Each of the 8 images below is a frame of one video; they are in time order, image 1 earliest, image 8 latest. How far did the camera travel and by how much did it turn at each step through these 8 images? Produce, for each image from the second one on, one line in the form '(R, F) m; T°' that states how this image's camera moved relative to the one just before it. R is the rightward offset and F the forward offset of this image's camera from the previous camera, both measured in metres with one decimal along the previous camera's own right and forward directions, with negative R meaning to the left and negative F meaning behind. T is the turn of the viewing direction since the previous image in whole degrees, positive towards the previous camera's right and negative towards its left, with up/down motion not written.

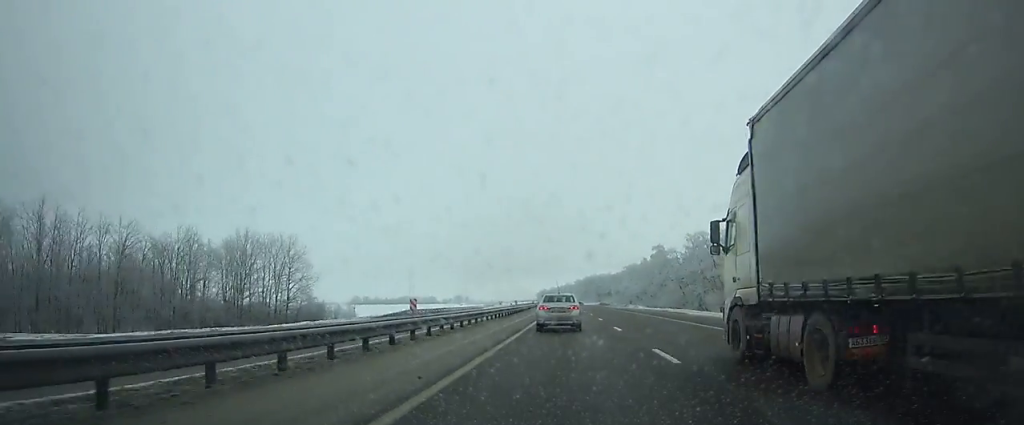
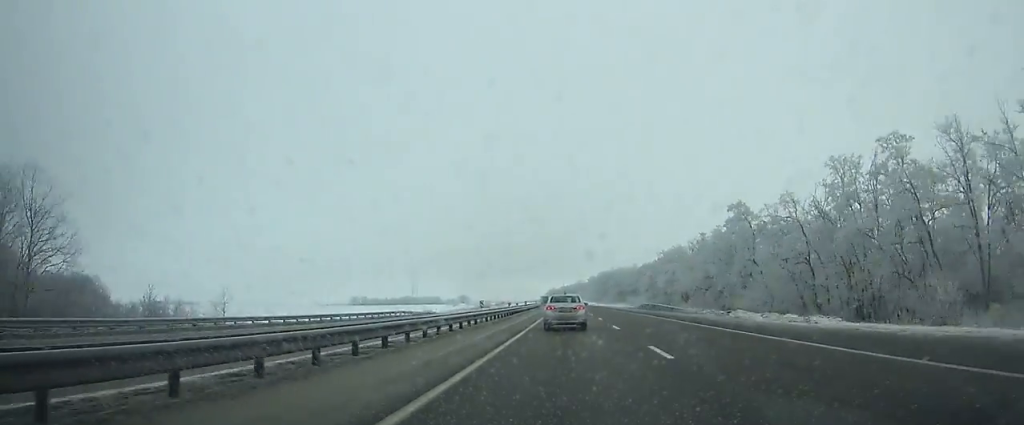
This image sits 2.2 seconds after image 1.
(-0.5, +60.2) m; -1°
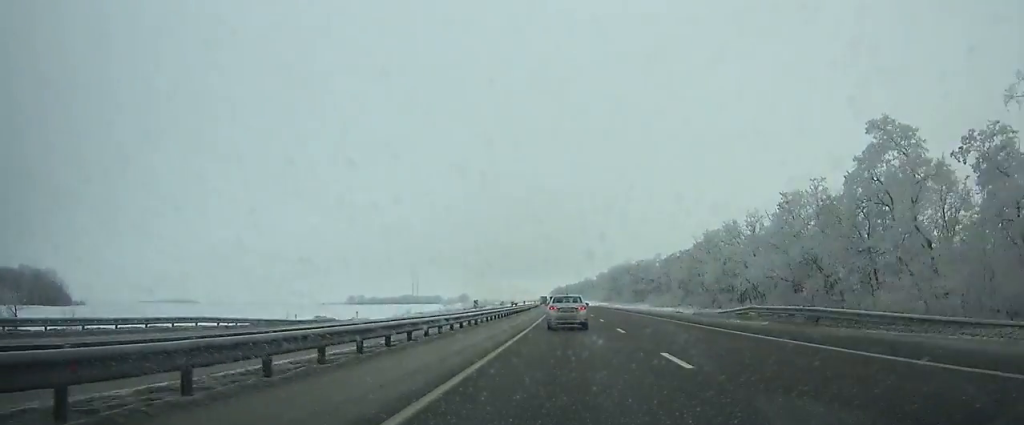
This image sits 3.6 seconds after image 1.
(-0.3, +38.7) m; -1°
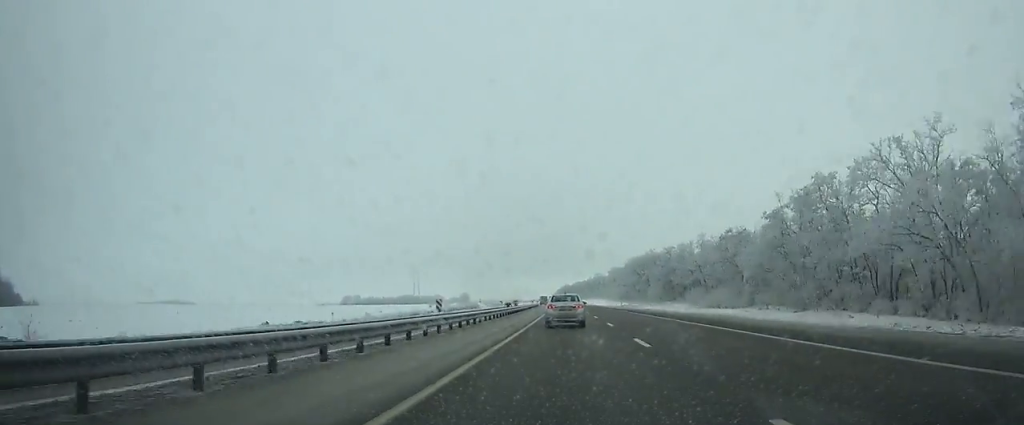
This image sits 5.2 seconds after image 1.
(-0.3, +44.4) m; -1°
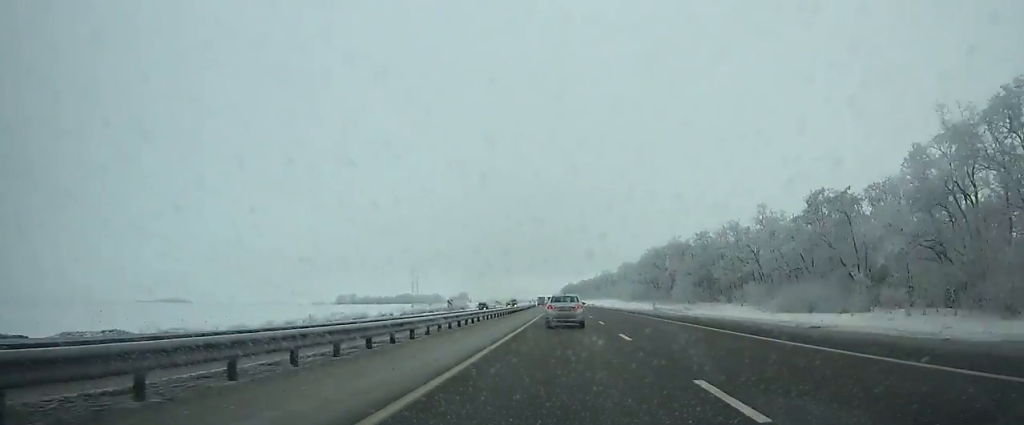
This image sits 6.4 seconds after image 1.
(-0.2, +33.6) m; -1°
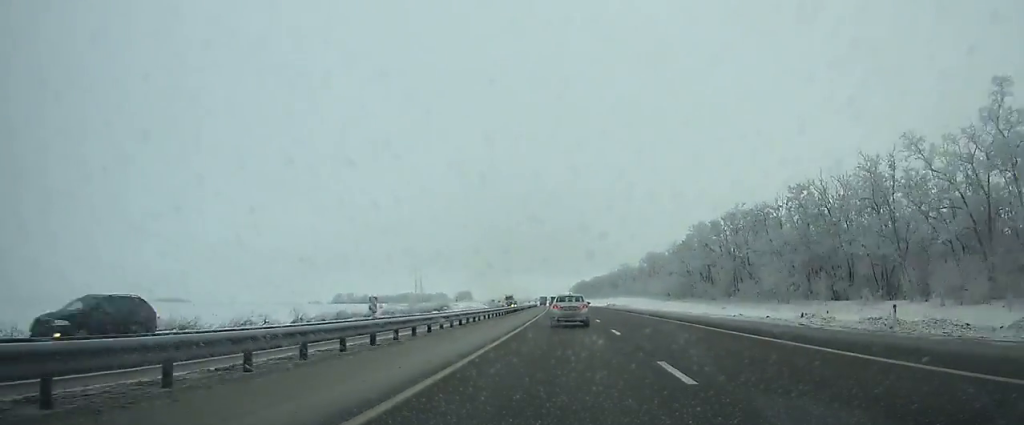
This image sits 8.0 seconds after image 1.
(-0.2, +45.0) m; -1°
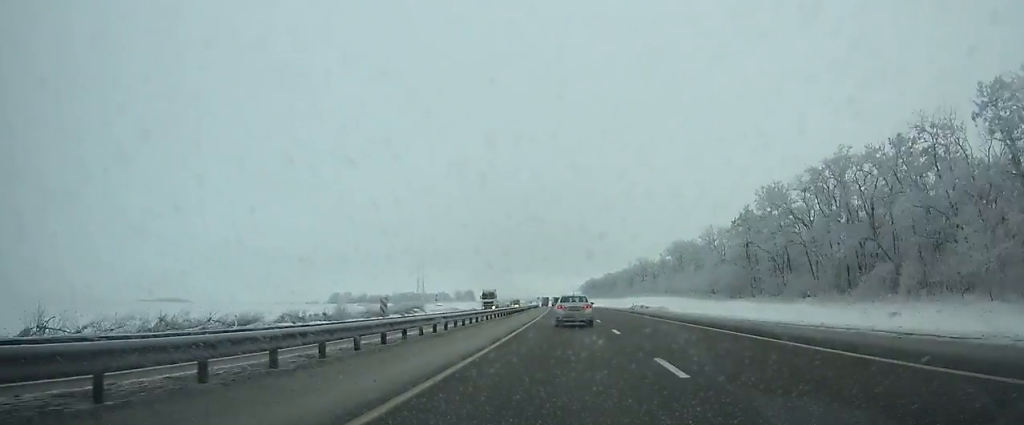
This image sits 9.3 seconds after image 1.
(-0.4, +36.9) m; -1°
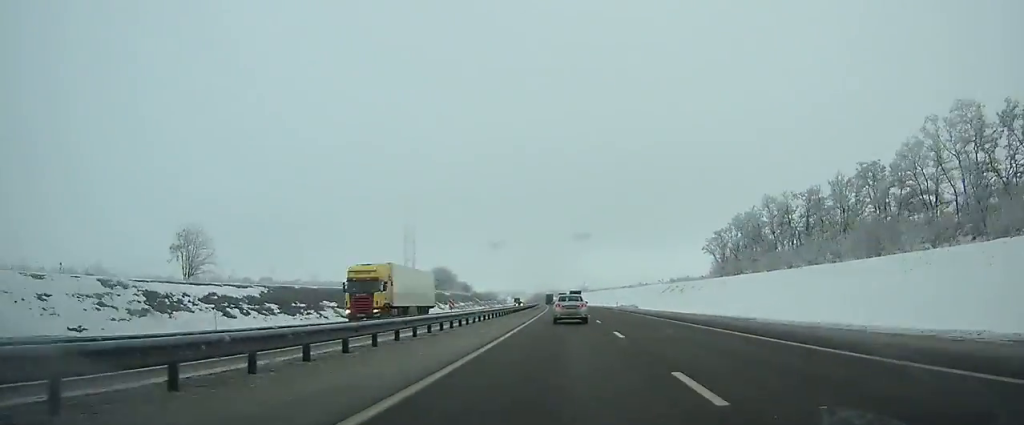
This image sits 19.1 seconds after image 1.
(-12.7, +282.3) m; -5°
